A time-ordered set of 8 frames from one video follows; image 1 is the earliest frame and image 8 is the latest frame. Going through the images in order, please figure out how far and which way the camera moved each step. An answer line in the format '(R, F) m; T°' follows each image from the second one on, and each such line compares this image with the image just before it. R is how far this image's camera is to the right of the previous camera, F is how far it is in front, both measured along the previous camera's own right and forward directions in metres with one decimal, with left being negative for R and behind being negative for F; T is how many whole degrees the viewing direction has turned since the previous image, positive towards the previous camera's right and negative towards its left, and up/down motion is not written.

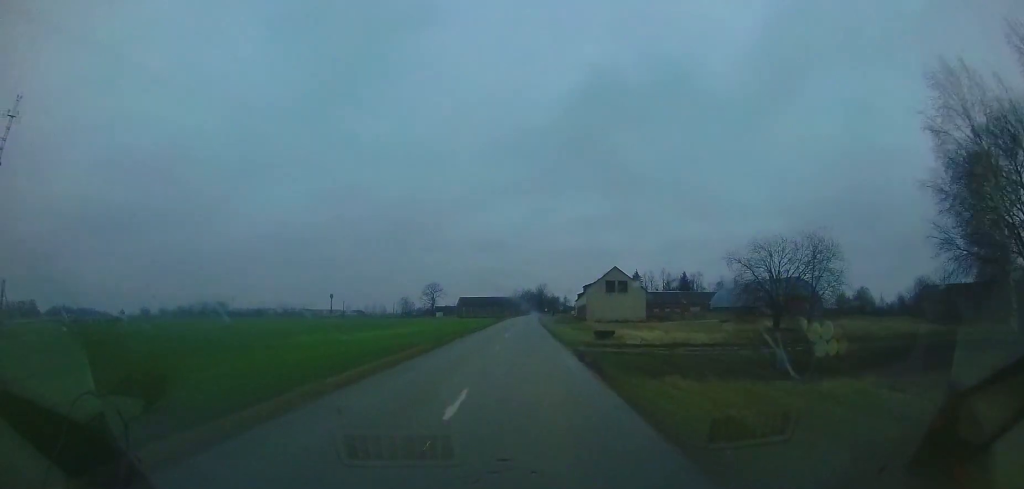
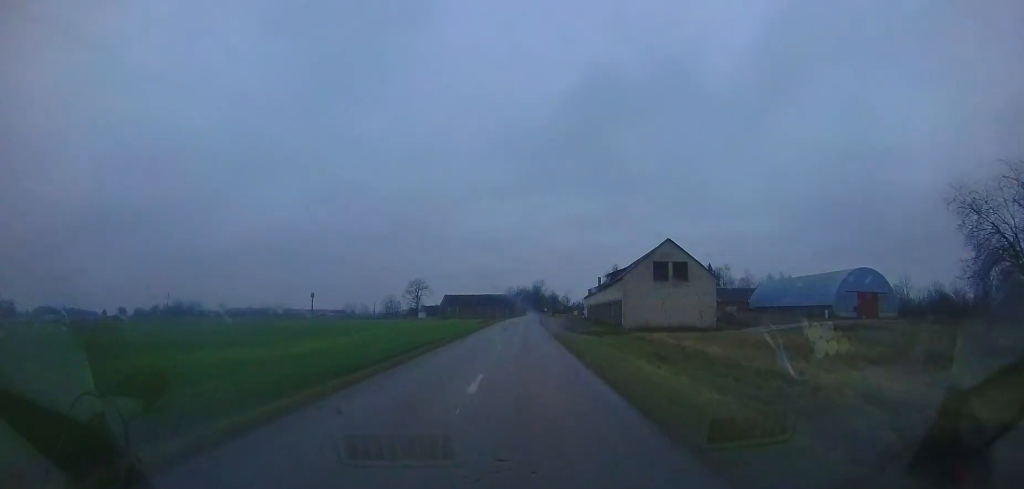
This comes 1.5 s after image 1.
(-0.3, +23.0) m; 0°
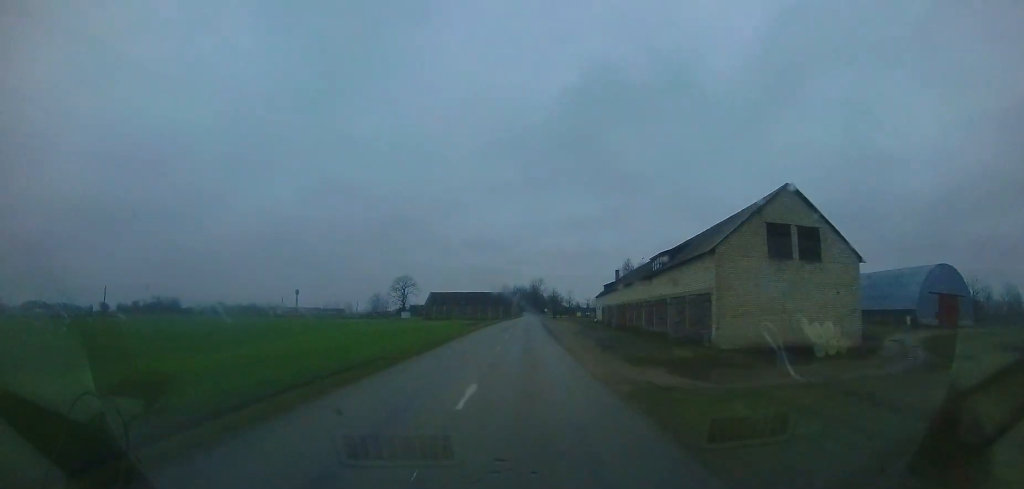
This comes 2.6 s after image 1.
(+0.2, +17.6) m; +1°
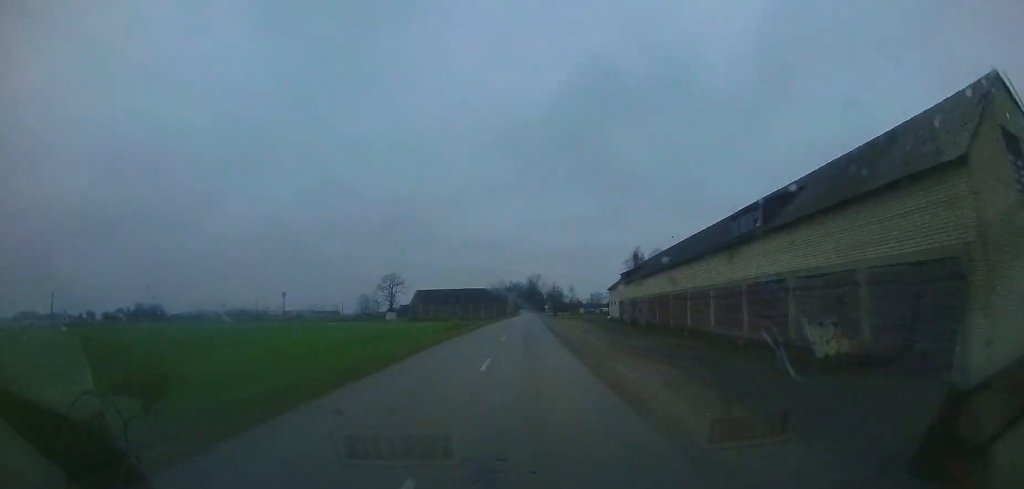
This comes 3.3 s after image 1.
(0.0, +12.7) m; 0°
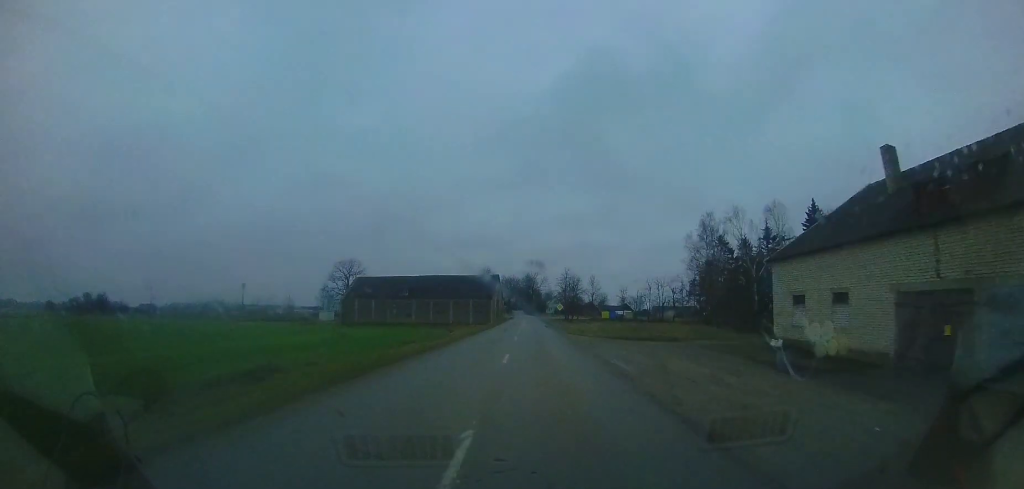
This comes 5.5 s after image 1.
(-0.8, +40.2) m; -1°
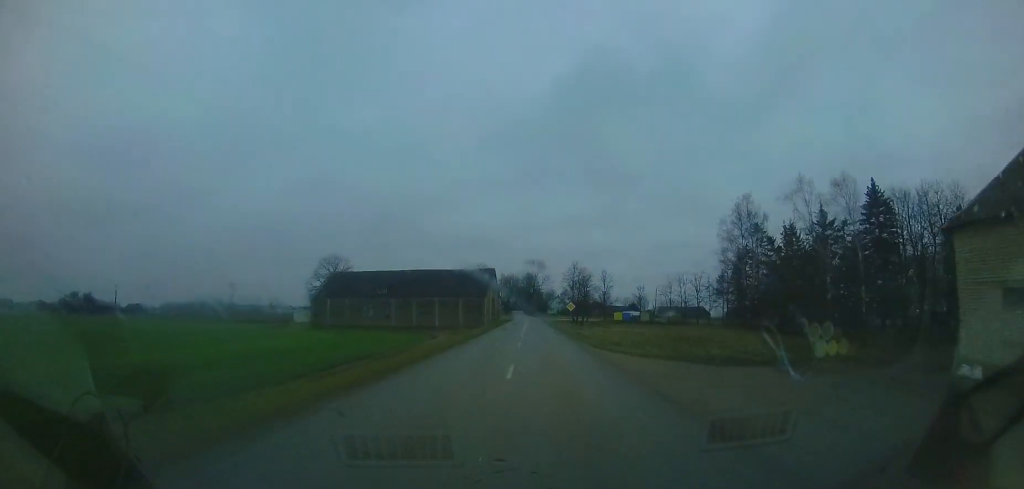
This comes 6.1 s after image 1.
(0.0, +10.4) m; +1°
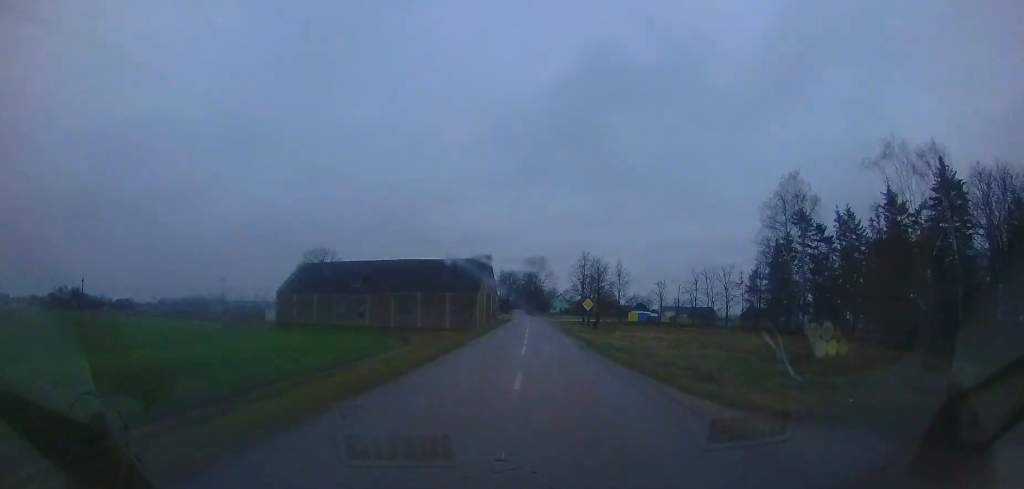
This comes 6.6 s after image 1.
(+0.2, +9.5) m; 0°
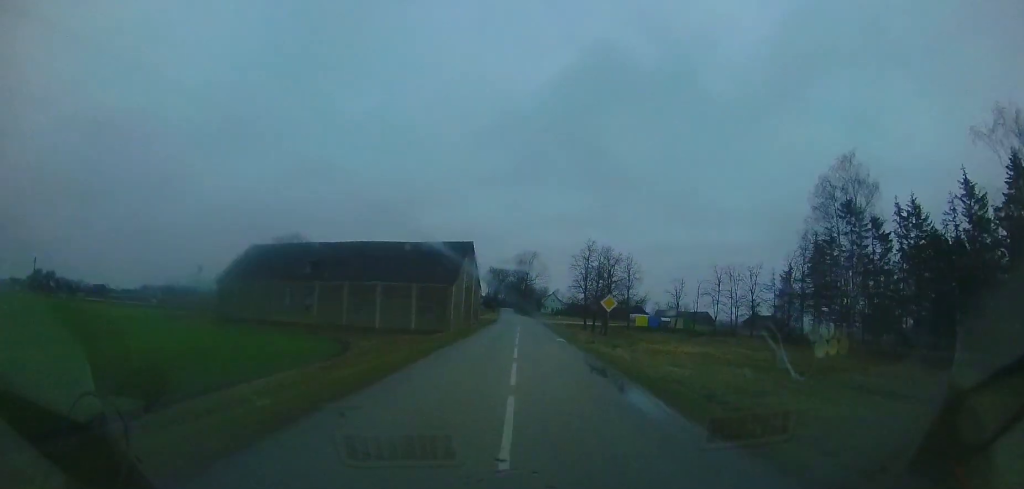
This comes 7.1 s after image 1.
(+0.1, +9.5) m; 0°
